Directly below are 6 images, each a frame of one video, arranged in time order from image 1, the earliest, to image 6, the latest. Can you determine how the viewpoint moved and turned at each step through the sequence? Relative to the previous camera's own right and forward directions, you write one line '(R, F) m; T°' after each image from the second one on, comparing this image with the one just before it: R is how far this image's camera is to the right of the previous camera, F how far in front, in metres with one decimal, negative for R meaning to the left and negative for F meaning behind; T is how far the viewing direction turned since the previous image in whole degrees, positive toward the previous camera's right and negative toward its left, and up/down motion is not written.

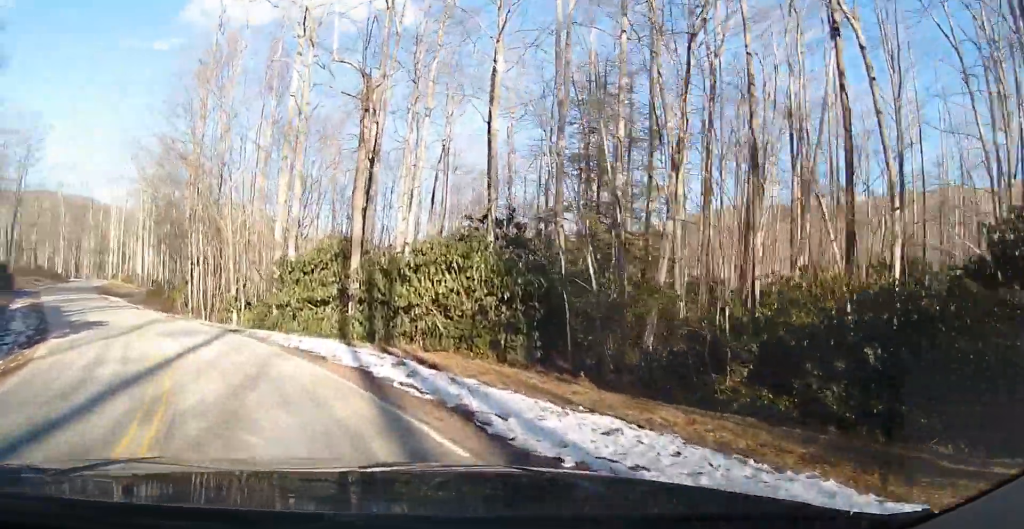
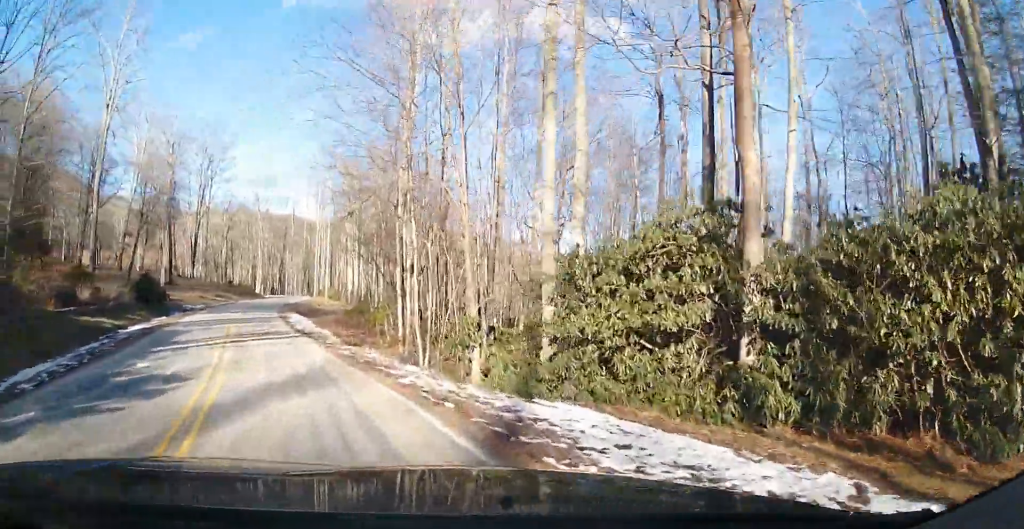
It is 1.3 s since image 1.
(-1.6, +12.7) m; -15°
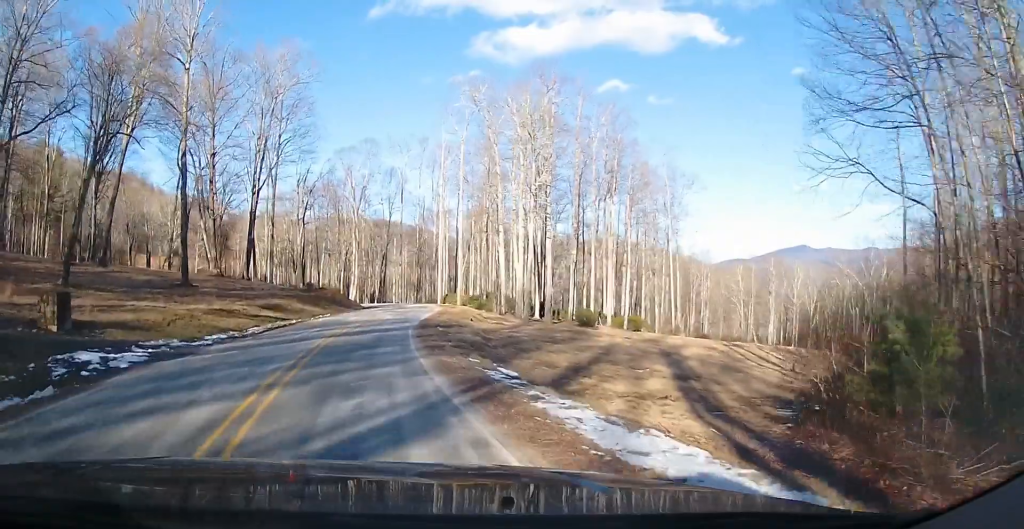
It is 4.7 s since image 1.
(-5.9, +34.1) m; -12°
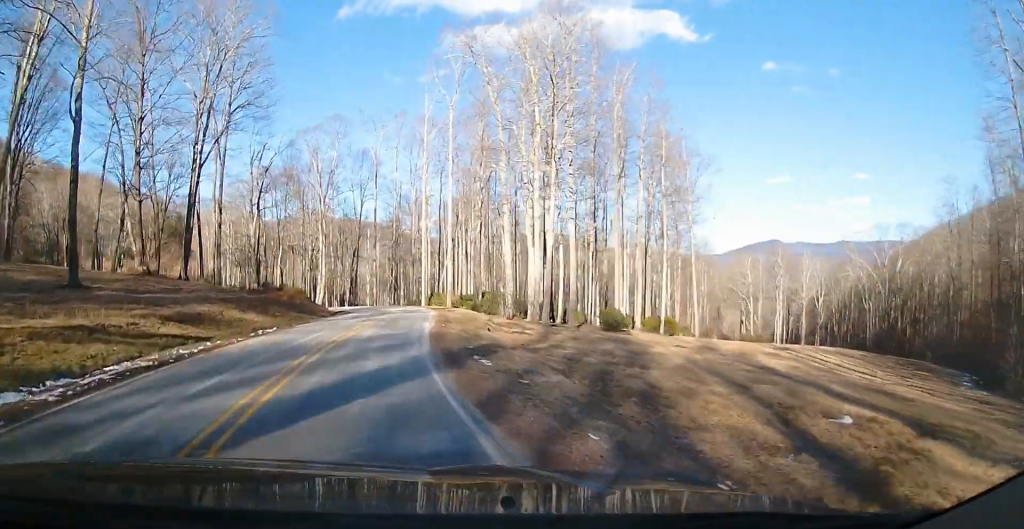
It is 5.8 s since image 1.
(-0.6, +13.2) m; -10°
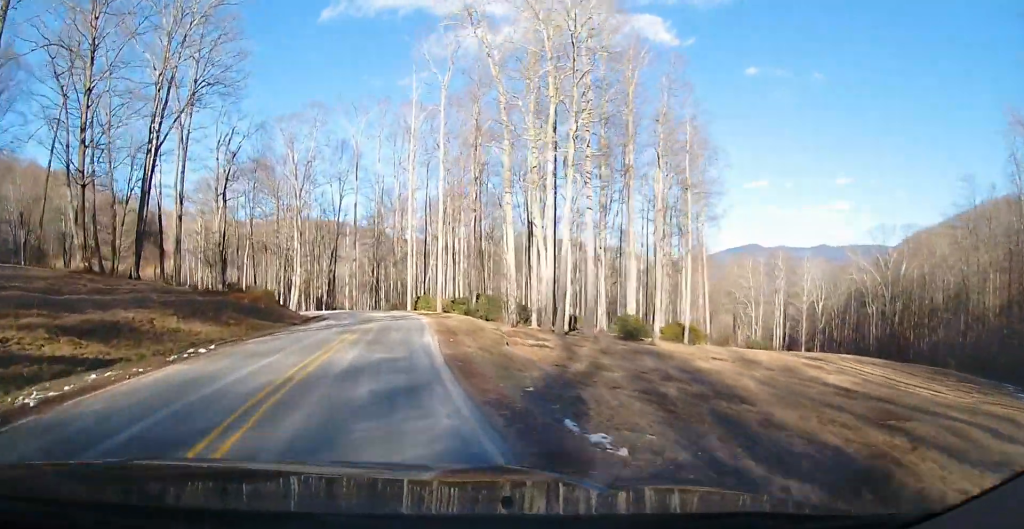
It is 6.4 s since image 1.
(-0.7, +7.5) m; -4°
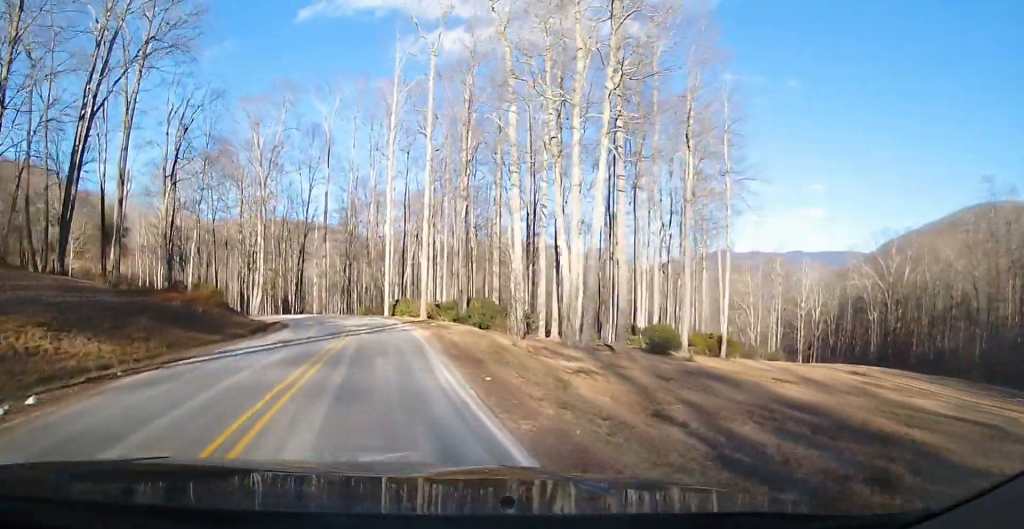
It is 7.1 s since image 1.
(-0.5, +9.0) m; -2°
